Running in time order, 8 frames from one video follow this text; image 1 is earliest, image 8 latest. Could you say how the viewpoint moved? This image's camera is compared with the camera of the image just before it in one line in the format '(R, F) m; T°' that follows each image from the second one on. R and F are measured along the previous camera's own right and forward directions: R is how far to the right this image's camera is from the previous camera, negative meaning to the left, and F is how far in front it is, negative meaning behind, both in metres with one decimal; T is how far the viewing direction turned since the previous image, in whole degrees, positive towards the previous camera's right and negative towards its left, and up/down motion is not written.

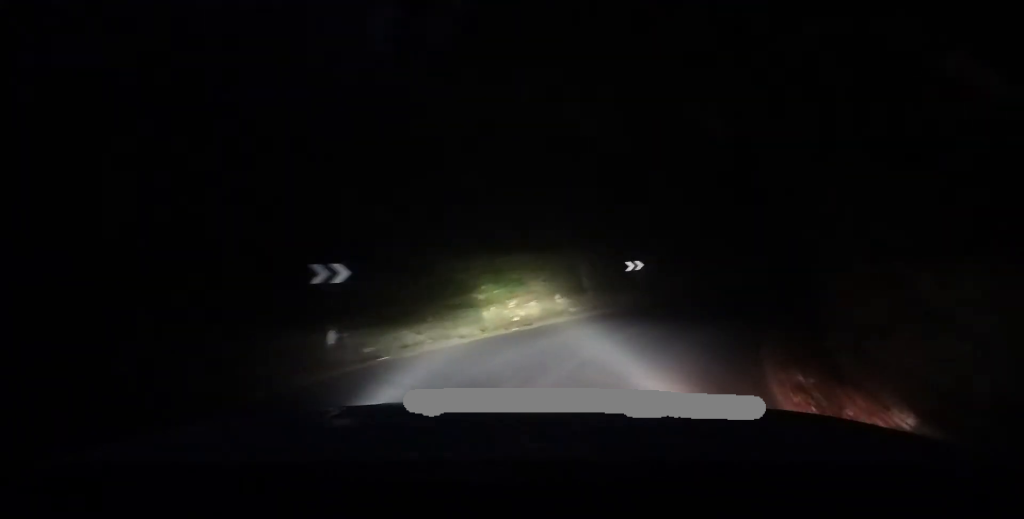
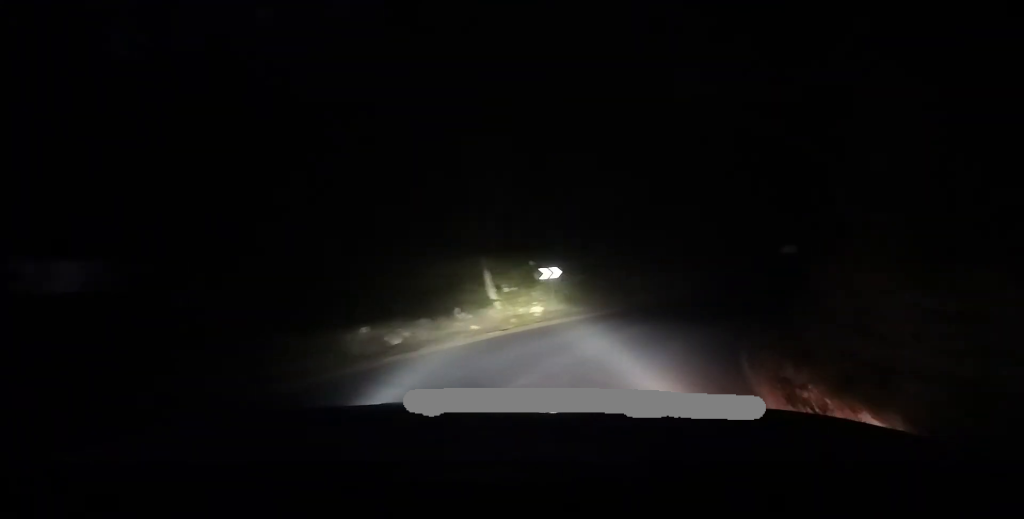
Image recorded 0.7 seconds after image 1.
(+0.5, +3.1) m; +12°
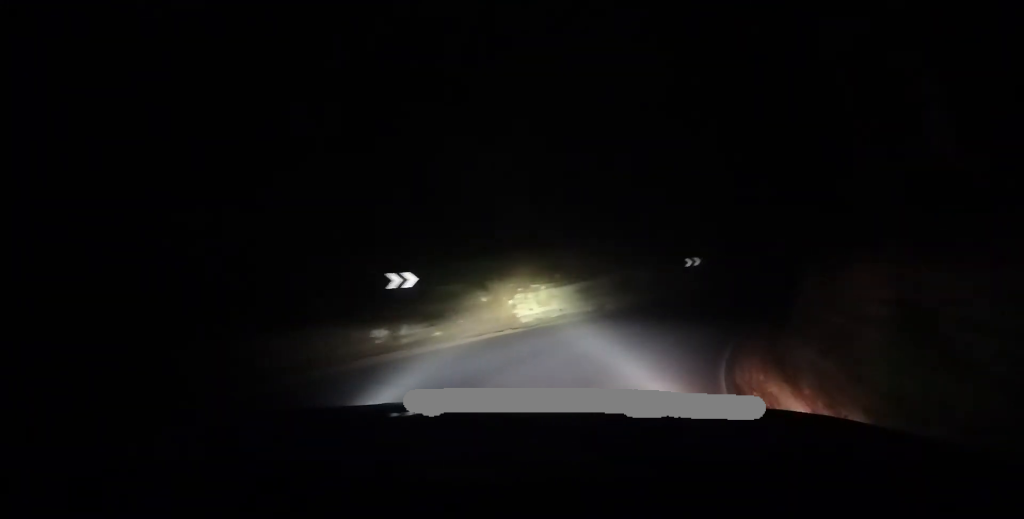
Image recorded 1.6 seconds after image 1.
(+0.3, +4.4) m; +4°
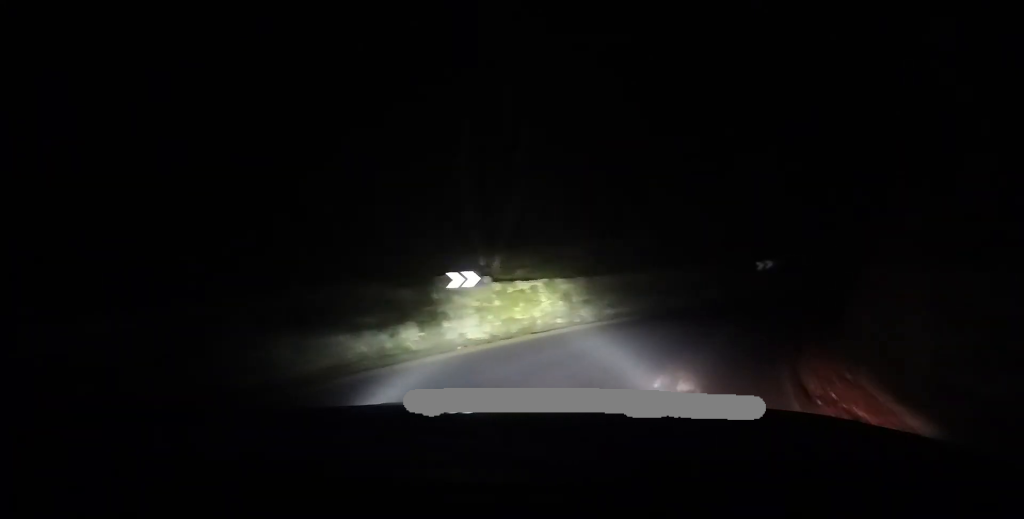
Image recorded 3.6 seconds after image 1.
(+0.4, +9.6) m; +16°
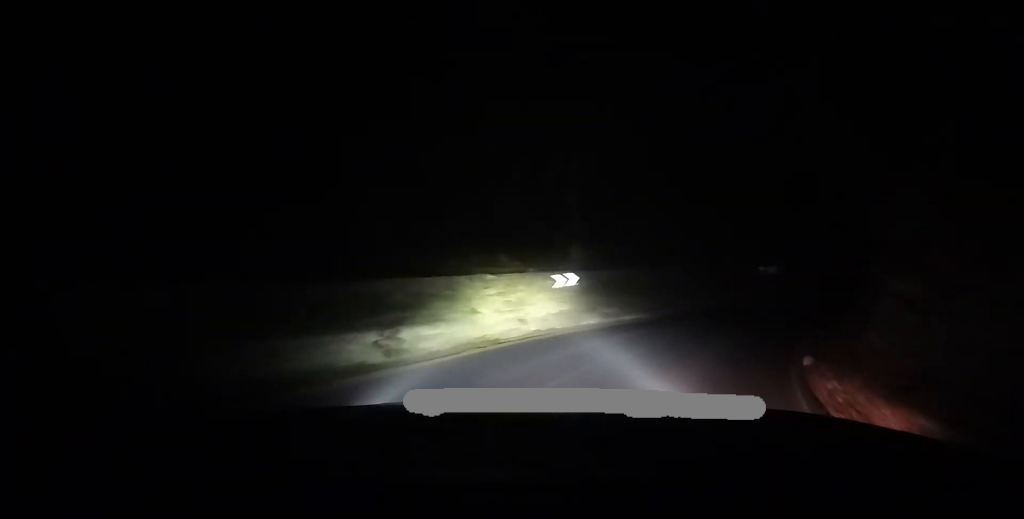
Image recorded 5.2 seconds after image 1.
(+2.6, +7.5) m; +41°
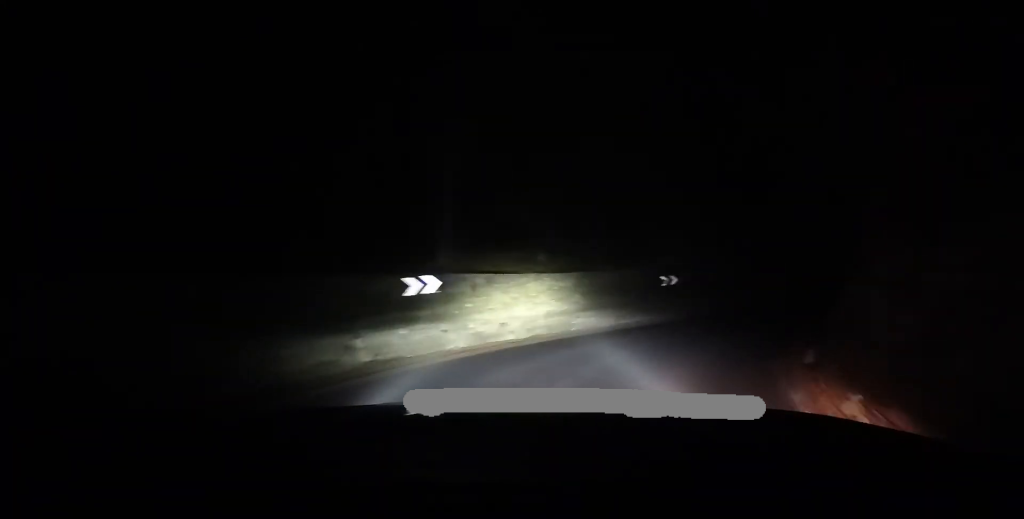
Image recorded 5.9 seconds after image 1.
(+0.8, +4.0) m; +12°
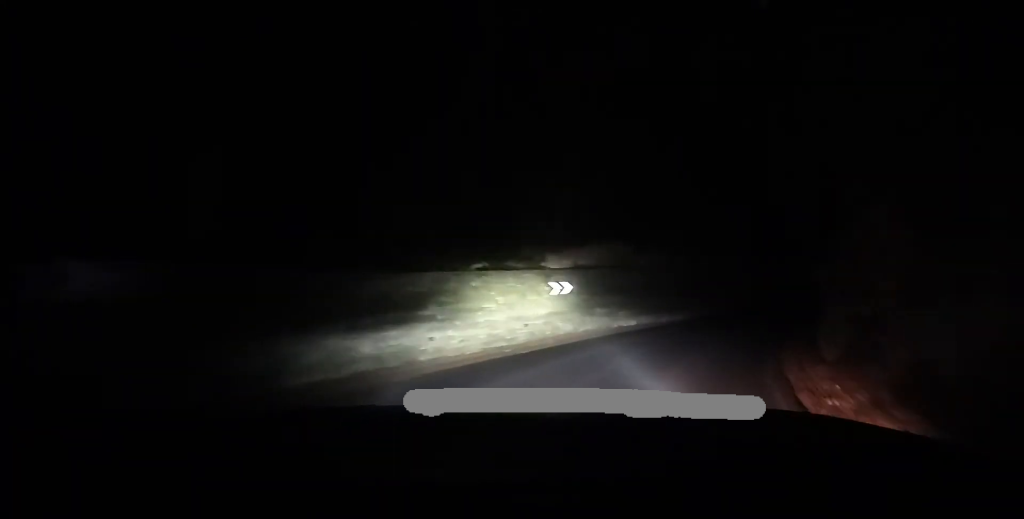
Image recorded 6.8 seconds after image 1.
(+0.4, +5.3) m; +9°
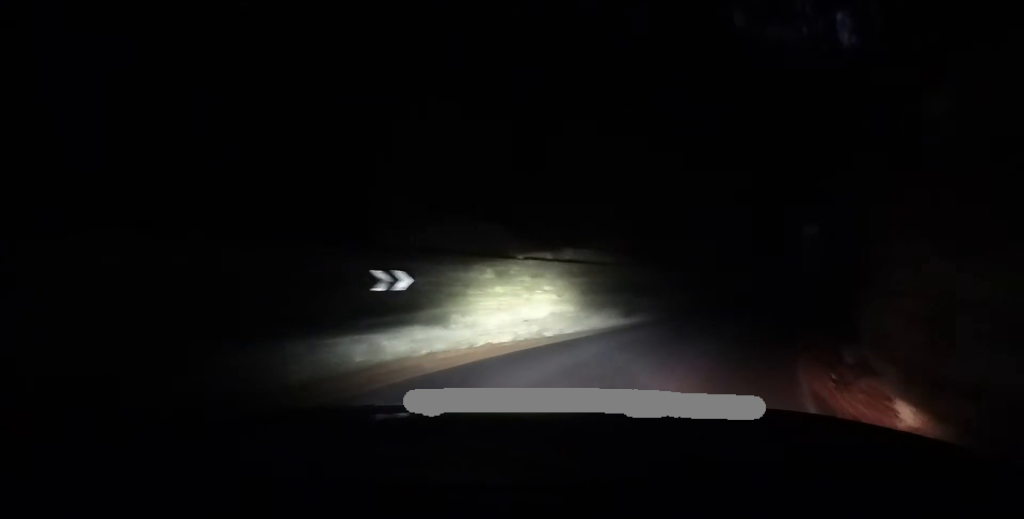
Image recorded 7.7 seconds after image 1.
(+0.3, +6.1) m; +12°
